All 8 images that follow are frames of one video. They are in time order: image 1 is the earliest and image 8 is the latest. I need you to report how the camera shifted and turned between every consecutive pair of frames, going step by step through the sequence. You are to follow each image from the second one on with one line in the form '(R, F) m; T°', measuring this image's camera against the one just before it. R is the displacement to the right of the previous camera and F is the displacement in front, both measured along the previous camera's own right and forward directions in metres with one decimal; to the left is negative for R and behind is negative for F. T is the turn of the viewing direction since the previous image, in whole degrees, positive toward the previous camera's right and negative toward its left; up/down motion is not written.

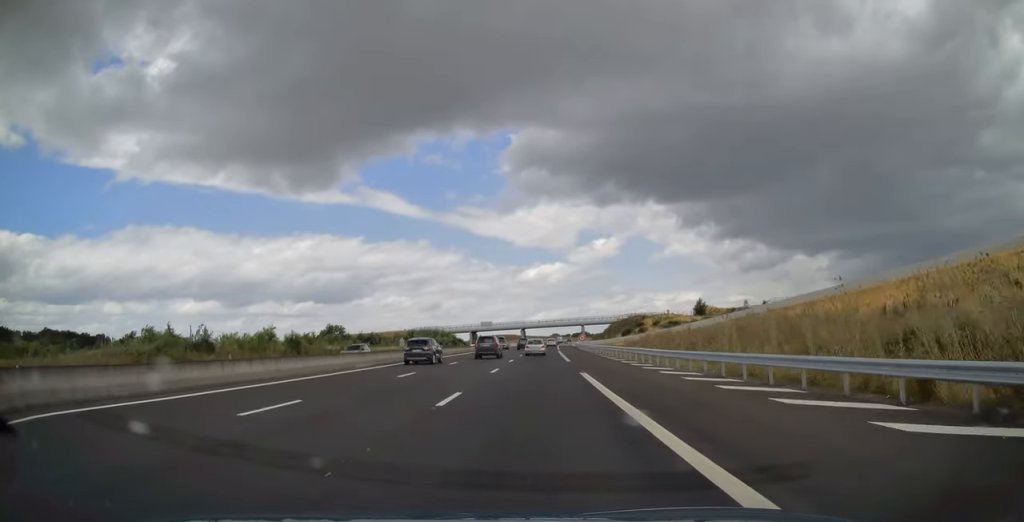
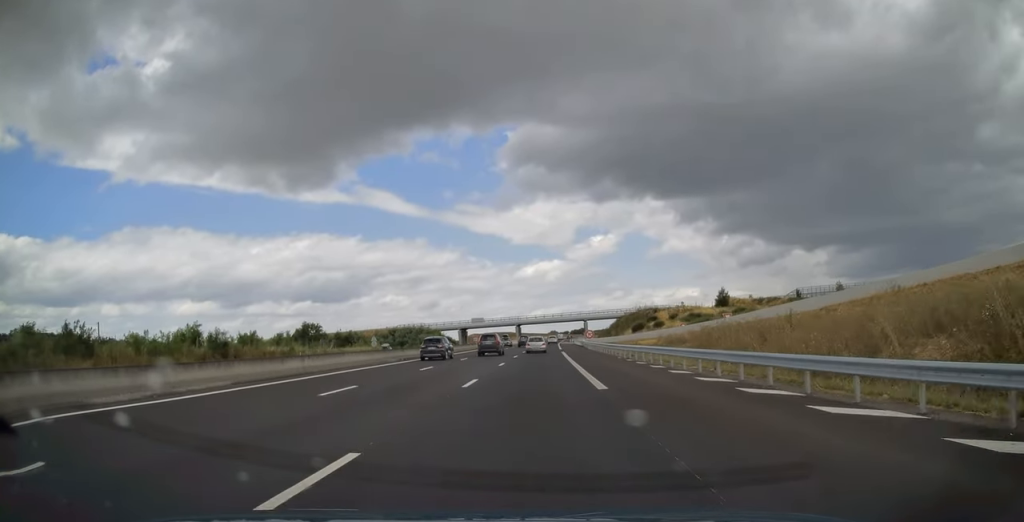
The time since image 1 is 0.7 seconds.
(0.0, +26.0) m; 0°
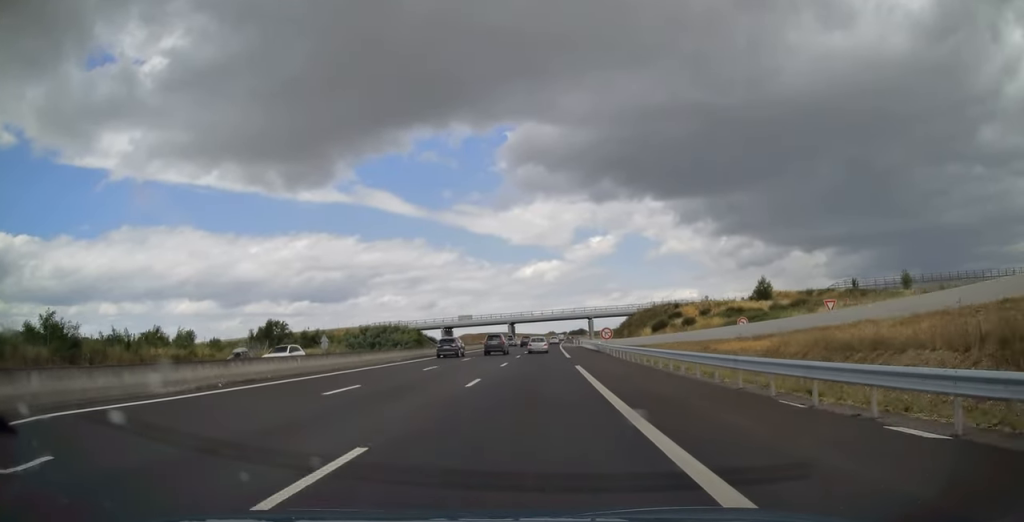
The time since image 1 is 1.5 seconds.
(+0.1, +28.7) m; 0°
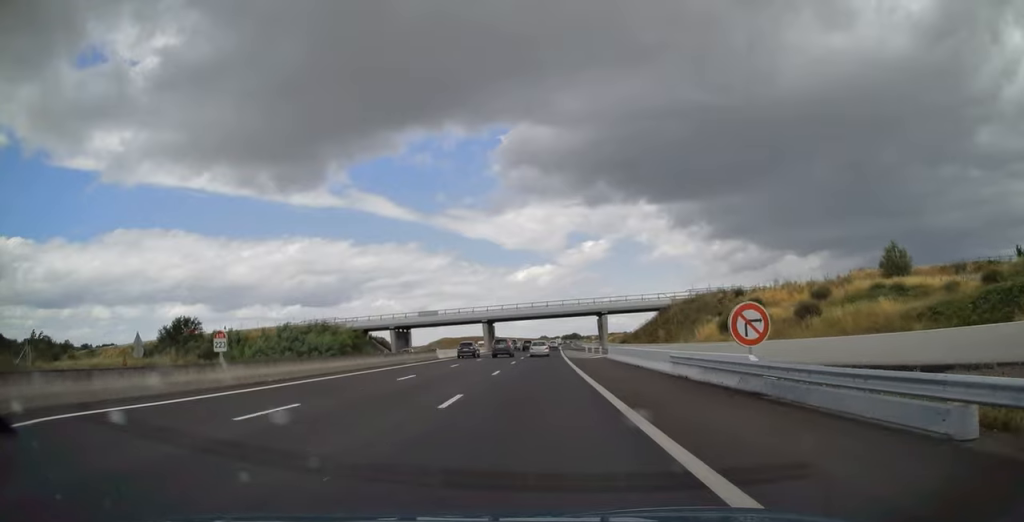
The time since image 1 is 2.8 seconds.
(+0.2, +48.7) m; +1°
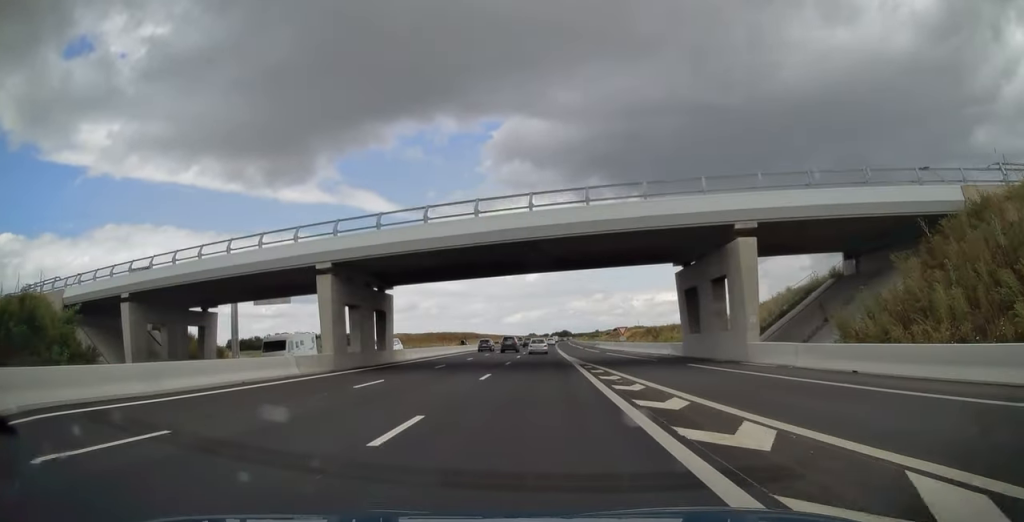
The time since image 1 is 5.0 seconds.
(+0.8, +73.7) m; +1°
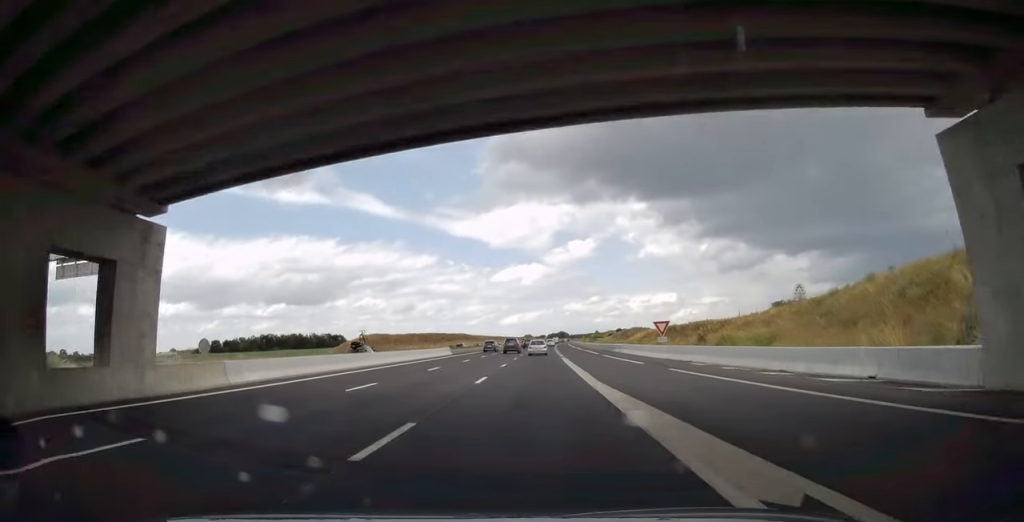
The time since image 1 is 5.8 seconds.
(+0.1, +27.4) m; 0°
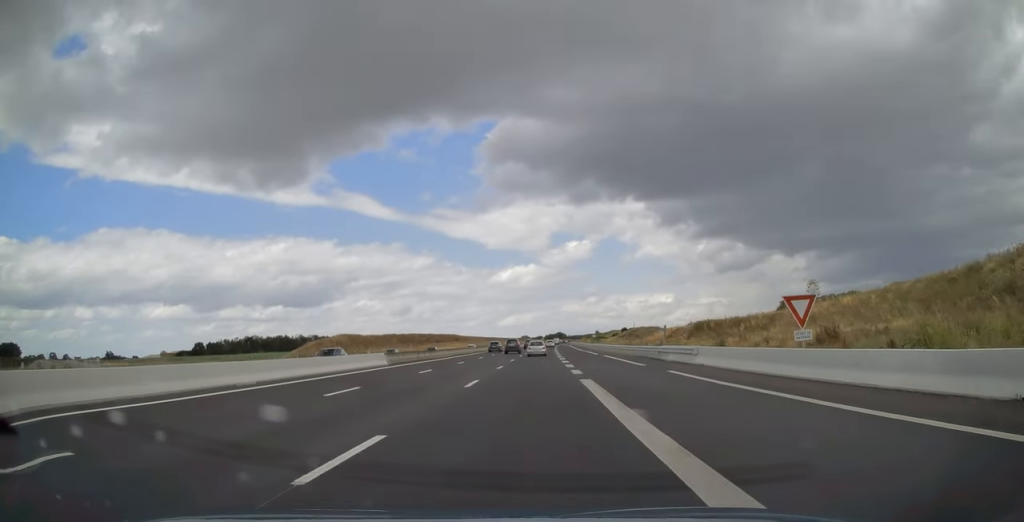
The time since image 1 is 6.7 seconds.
(+0.1, +27.8) m; 0°
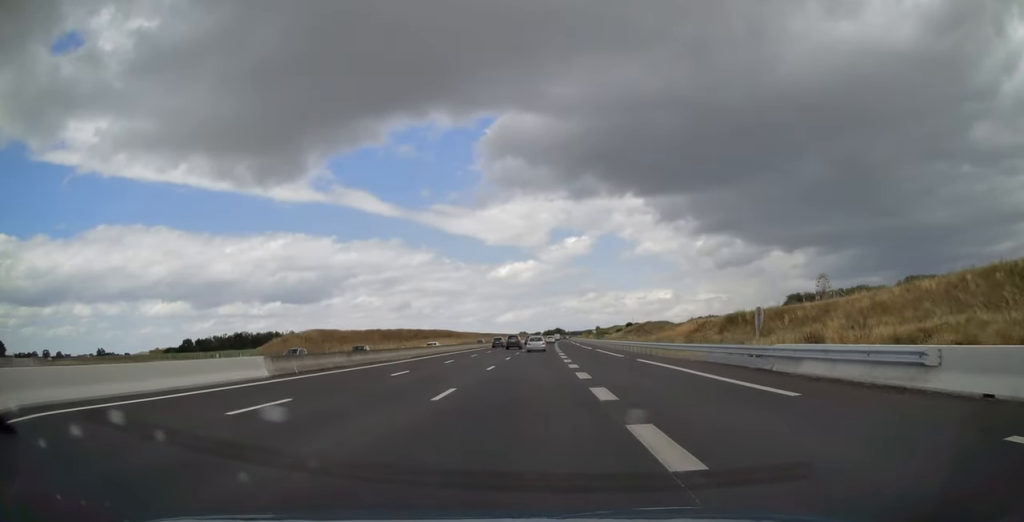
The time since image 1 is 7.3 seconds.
(0.0, +18.5) m; 0°
